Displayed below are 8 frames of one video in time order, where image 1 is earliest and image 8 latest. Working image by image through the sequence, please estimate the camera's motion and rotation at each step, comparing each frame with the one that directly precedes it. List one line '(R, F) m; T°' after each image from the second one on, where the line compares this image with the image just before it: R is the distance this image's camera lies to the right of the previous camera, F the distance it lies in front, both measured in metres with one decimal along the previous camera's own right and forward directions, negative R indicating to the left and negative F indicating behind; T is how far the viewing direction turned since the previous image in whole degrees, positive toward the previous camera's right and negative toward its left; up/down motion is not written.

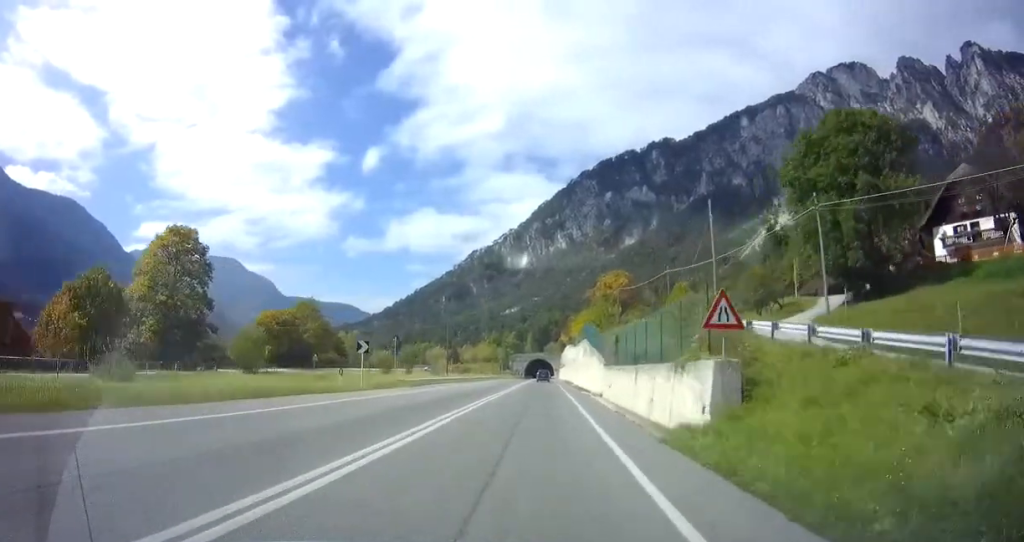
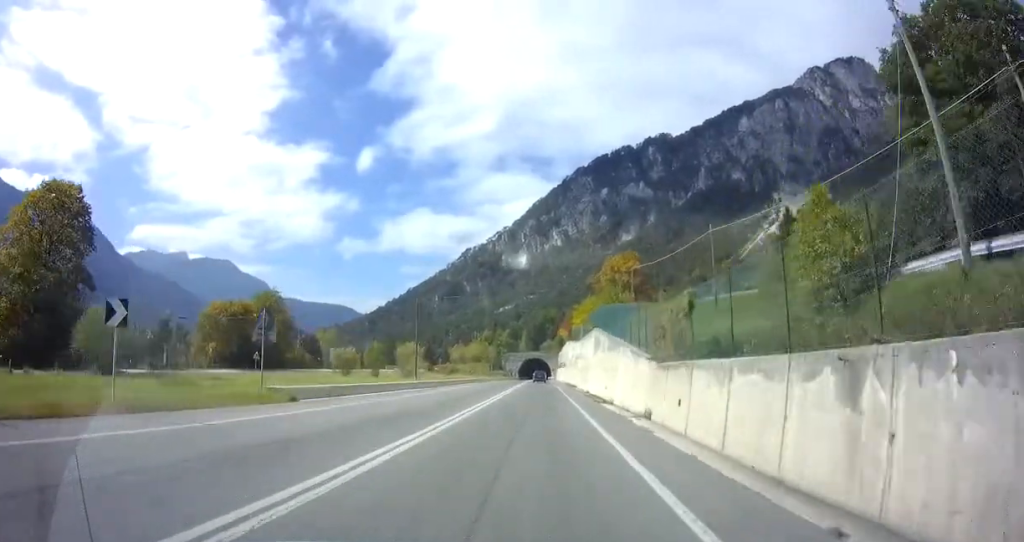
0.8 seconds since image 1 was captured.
(+0.4, +16.5) m; 0°
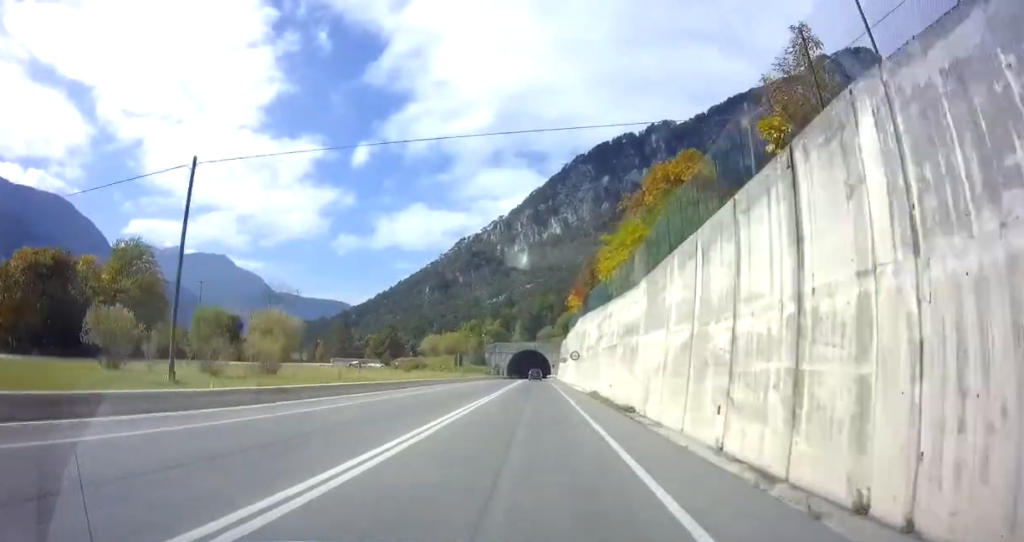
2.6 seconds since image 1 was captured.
(-0.5, +40.6) m; -1°
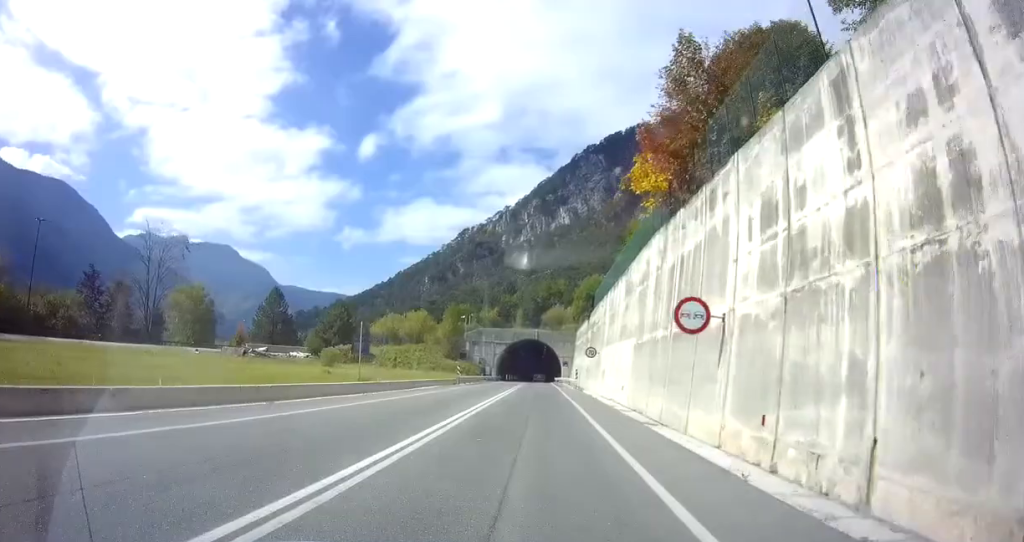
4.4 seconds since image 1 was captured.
(-0.1, +38.2) m; 0°
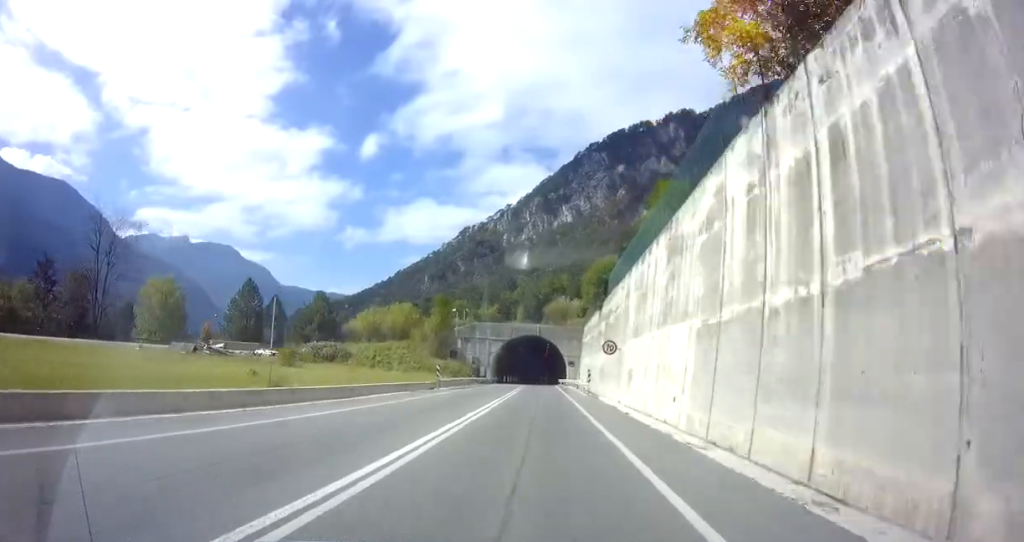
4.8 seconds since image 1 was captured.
(-0.1, +10.4) m; 0°
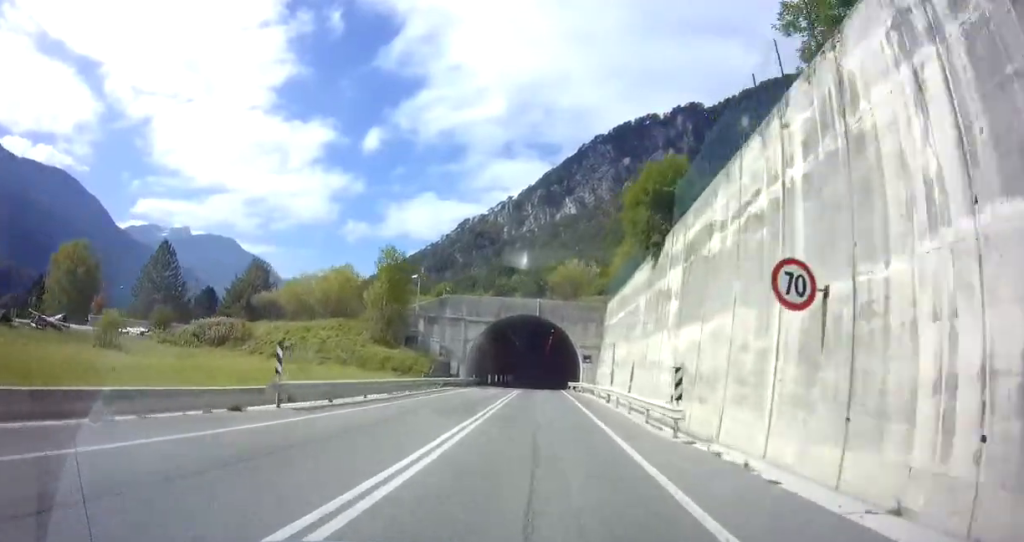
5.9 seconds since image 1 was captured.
(-0.3, +24.5) m; 0°
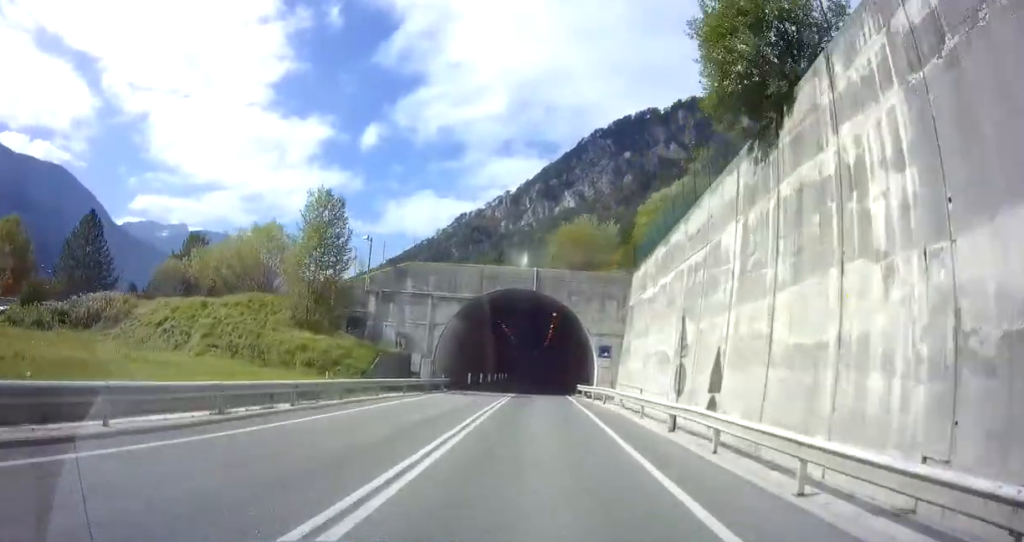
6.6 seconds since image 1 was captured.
(+0.1, +14.1) m; 0°
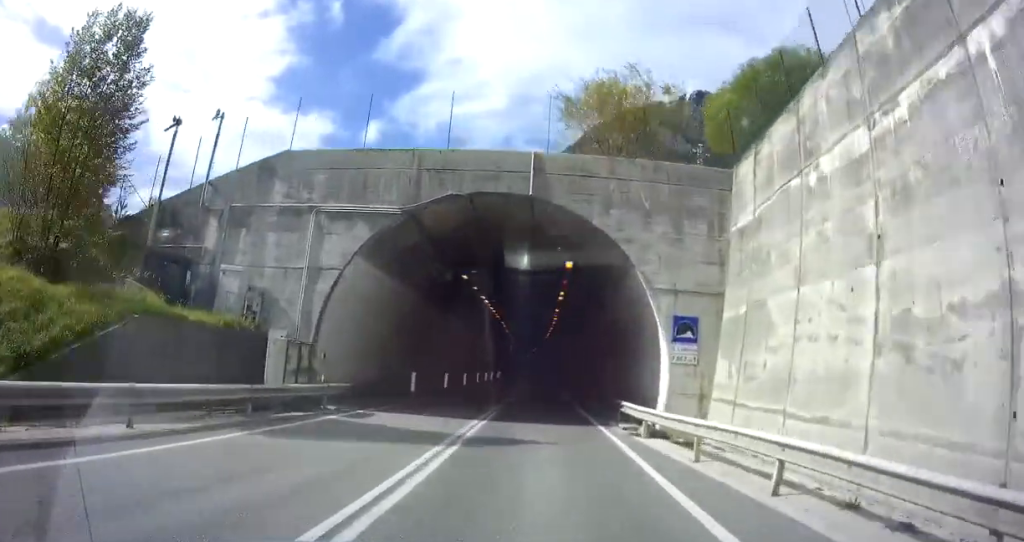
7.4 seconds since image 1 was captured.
(0.0, +18.7) m; 0°
